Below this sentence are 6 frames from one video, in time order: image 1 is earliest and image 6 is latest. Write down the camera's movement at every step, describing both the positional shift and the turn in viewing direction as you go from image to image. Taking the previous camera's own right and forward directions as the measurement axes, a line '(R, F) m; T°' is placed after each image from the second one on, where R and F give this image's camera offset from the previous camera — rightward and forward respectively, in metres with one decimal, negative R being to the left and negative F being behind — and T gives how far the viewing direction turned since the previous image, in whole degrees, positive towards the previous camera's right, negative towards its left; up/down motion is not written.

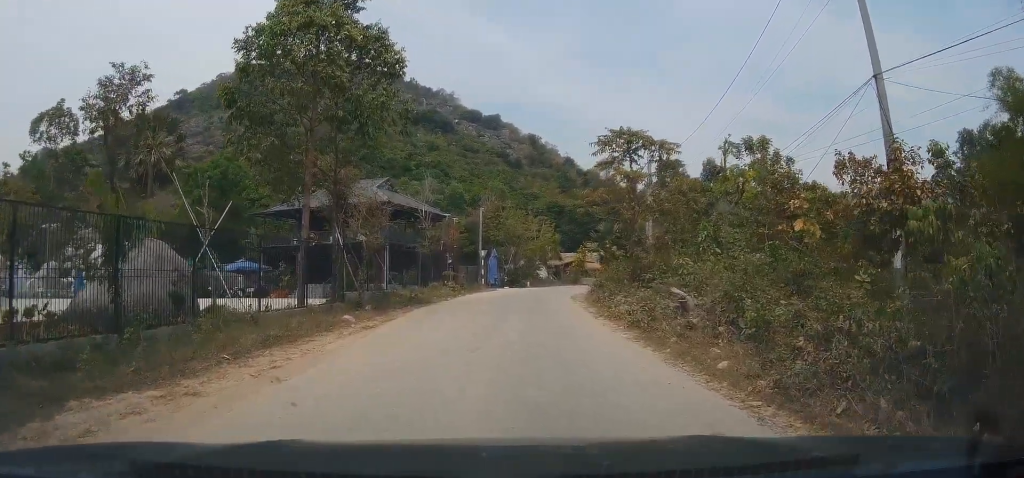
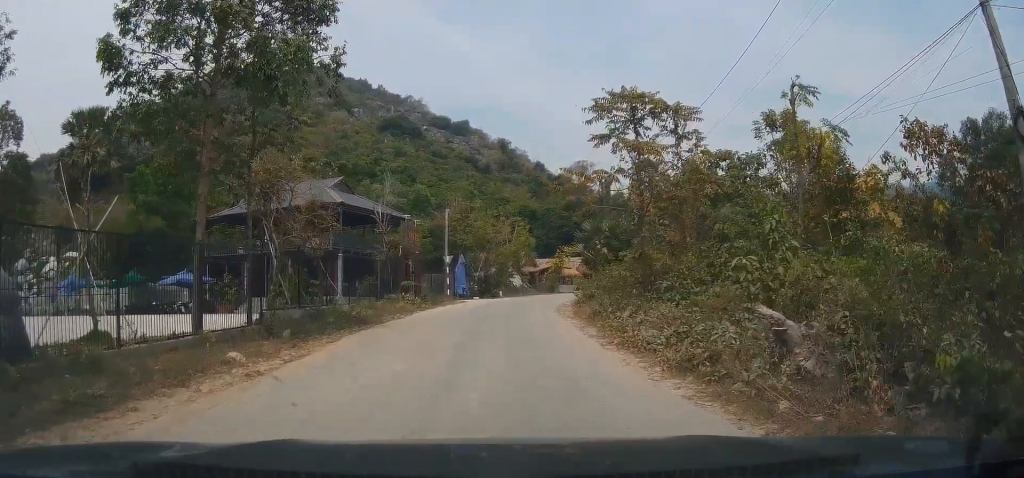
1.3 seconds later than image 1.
(+0.1, +4.8) m; +10°
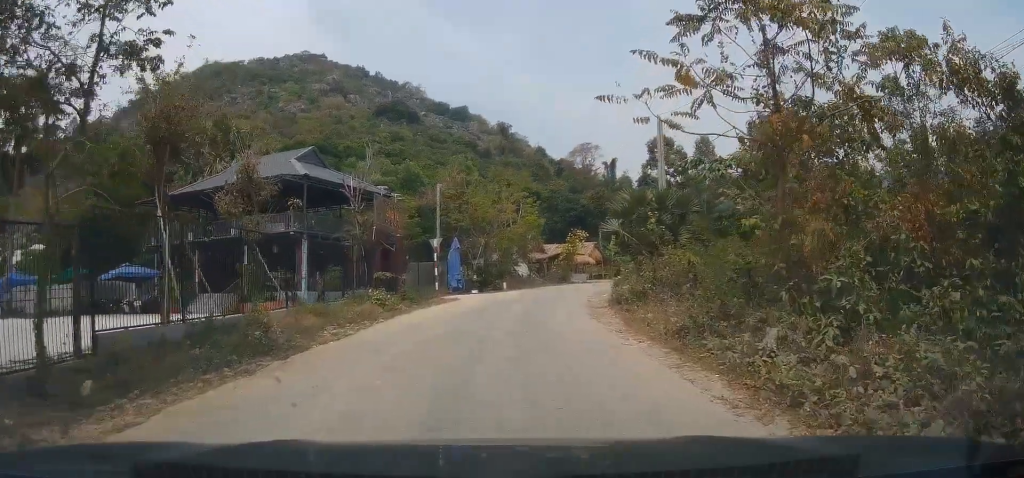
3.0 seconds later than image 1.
(+1.7, +7.6) m; +13°
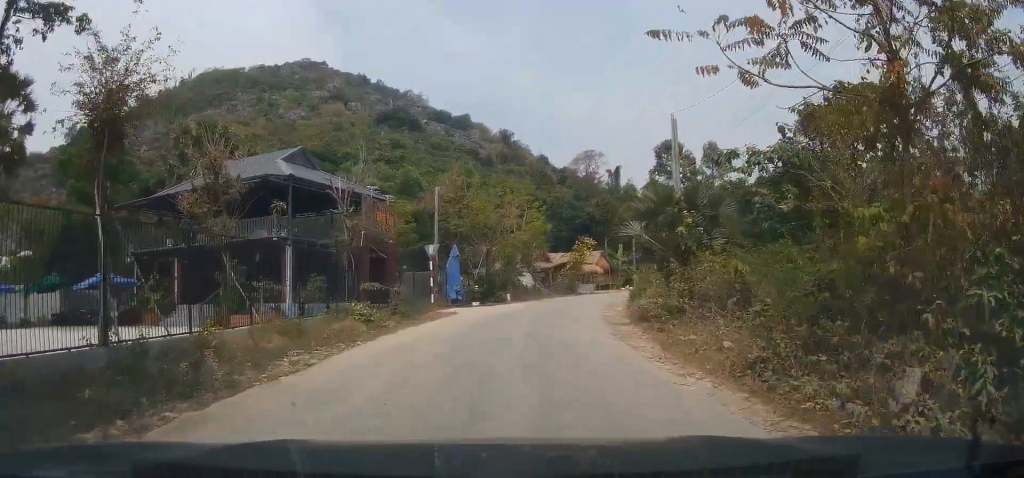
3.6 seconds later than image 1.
(-0.1, +3.3) m; -7°
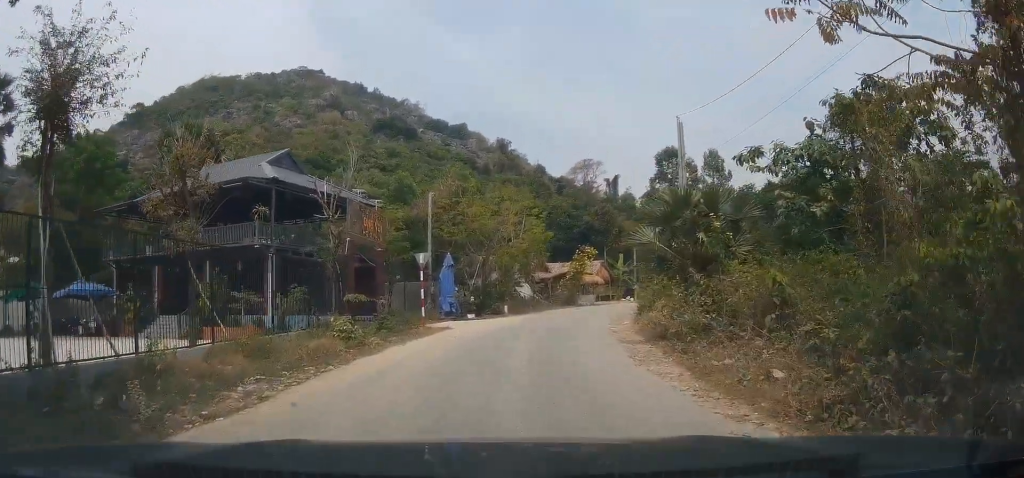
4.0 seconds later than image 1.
(-0.2, +2.3) m; -3°
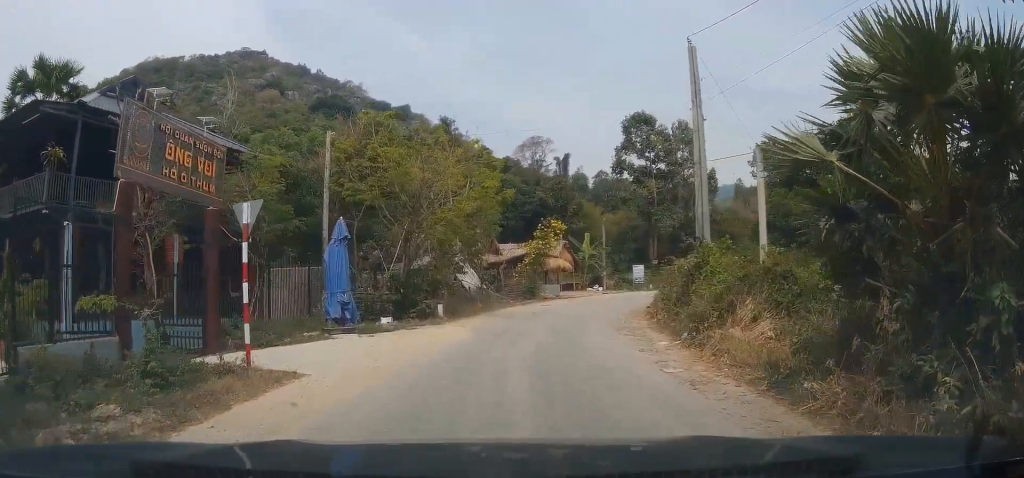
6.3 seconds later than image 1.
(-1.2, +12.6) m; -1°
